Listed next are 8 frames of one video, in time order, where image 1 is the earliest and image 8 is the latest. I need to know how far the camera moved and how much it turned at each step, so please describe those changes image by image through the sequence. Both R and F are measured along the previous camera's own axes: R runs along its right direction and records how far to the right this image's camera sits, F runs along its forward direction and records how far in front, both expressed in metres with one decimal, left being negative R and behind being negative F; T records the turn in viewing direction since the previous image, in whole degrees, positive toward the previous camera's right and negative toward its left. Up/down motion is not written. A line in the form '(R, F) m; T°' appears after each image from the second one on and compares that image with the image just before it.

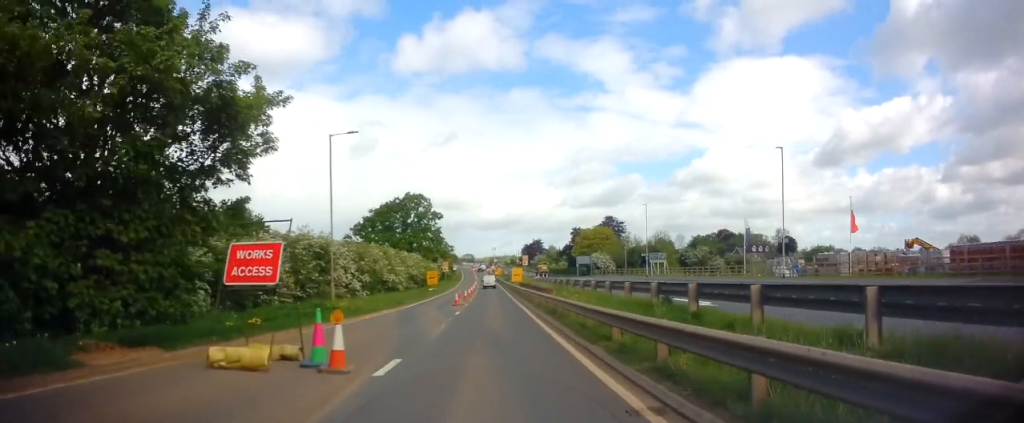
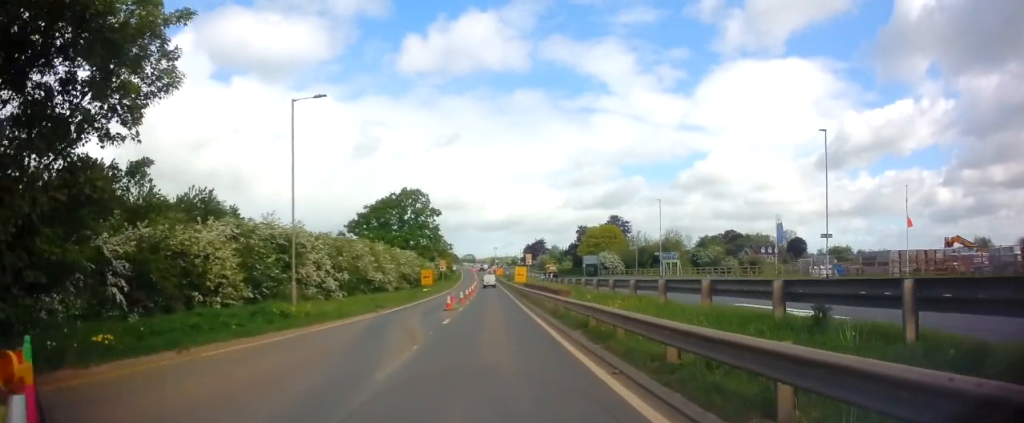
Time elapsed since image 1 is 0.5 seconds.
(+0.1, +6.5) m; +1°
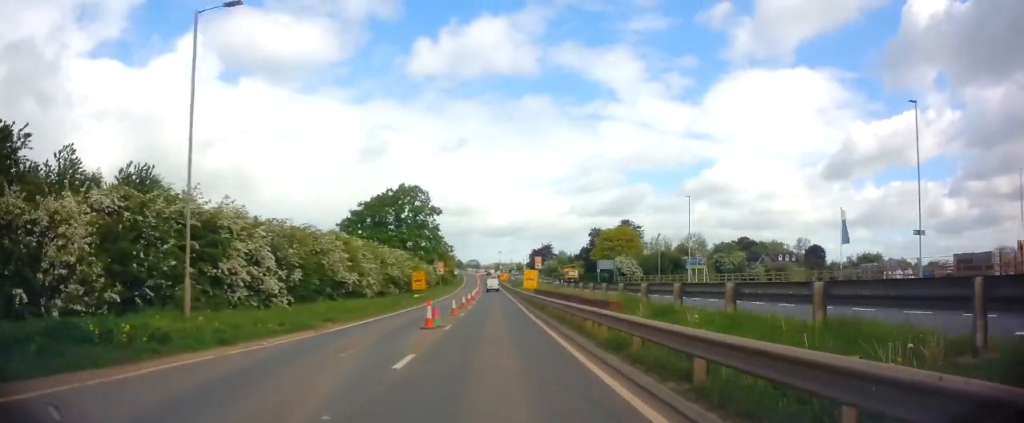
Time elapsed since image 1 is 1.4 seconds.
(0.0, +9.9) m; 0°
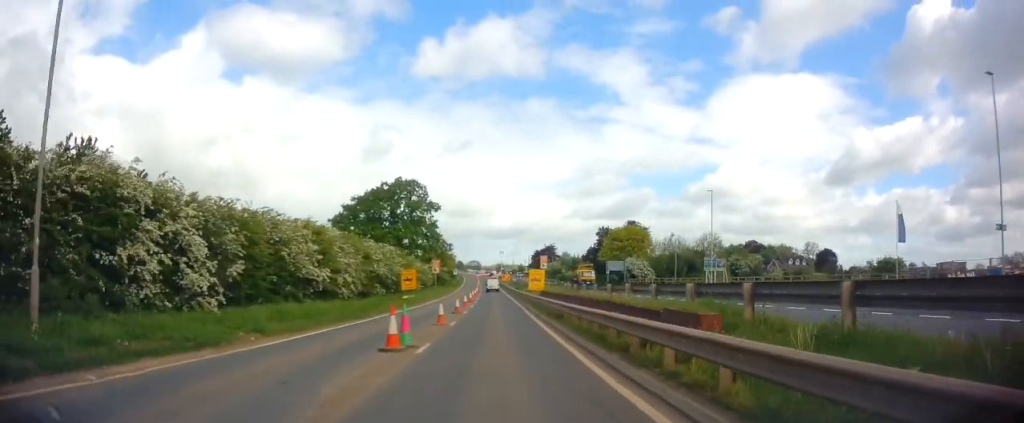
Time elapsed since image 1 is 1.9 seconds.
(0.0, +6.7) m; 0°
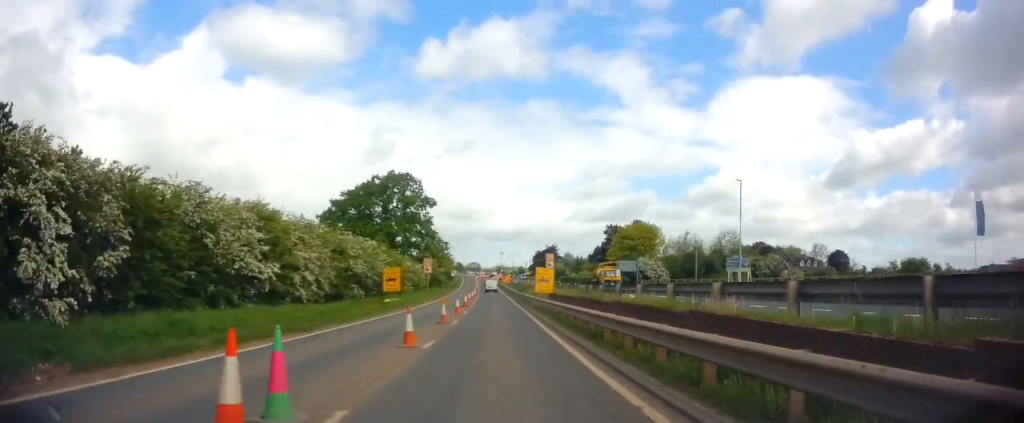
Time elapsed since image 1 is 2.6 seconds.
(0.0, +7.4) m; 0°
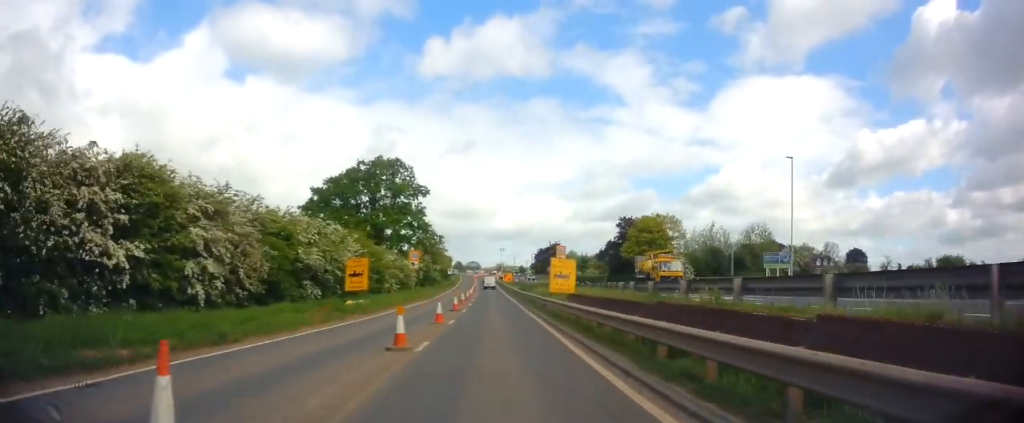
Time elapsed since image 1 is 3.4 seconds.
(0.0, +9.9) m; 0°
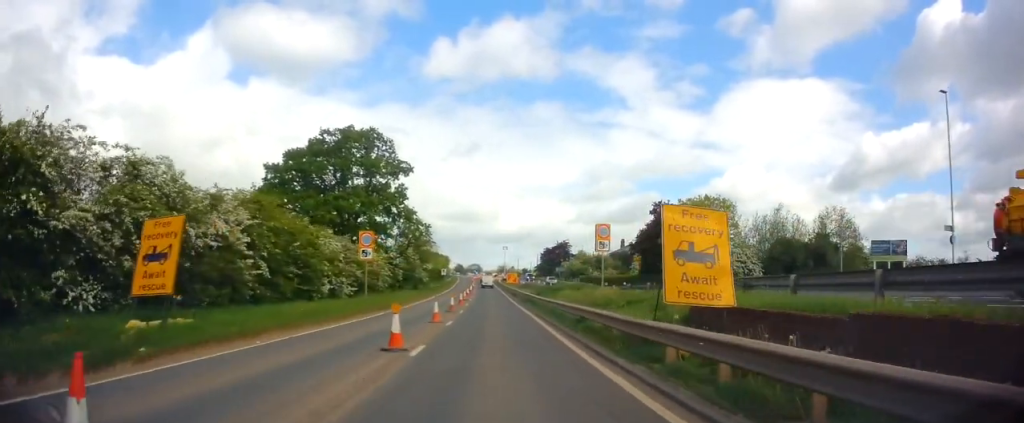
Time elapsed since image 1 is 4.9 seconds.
(+0.1, +18.4) m; 0°
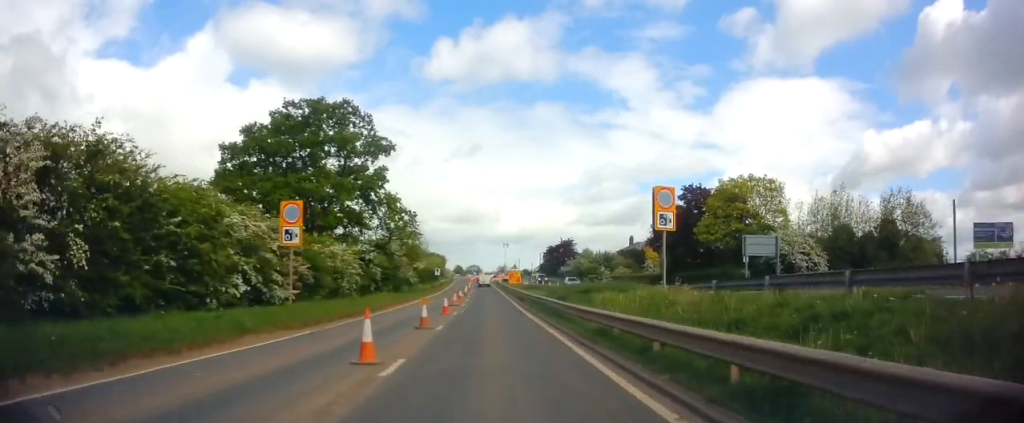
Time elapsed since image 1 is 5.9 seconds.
(-0.1, +11.5) m; -2°
